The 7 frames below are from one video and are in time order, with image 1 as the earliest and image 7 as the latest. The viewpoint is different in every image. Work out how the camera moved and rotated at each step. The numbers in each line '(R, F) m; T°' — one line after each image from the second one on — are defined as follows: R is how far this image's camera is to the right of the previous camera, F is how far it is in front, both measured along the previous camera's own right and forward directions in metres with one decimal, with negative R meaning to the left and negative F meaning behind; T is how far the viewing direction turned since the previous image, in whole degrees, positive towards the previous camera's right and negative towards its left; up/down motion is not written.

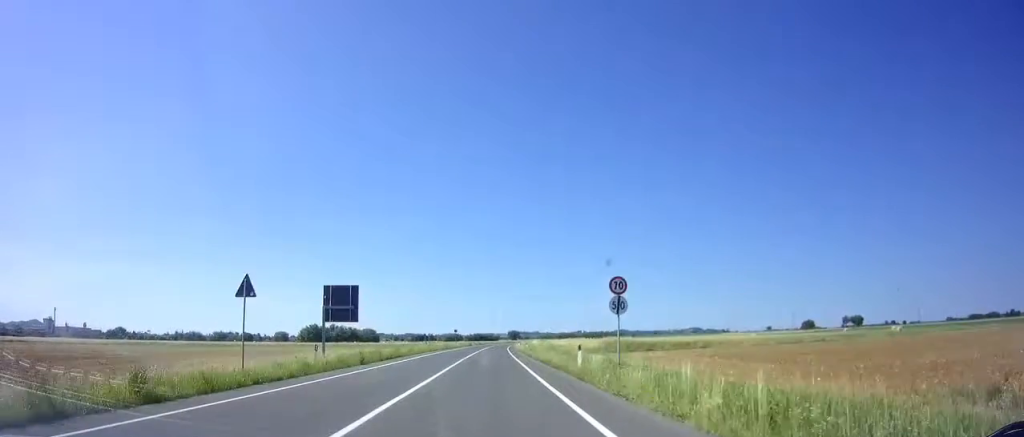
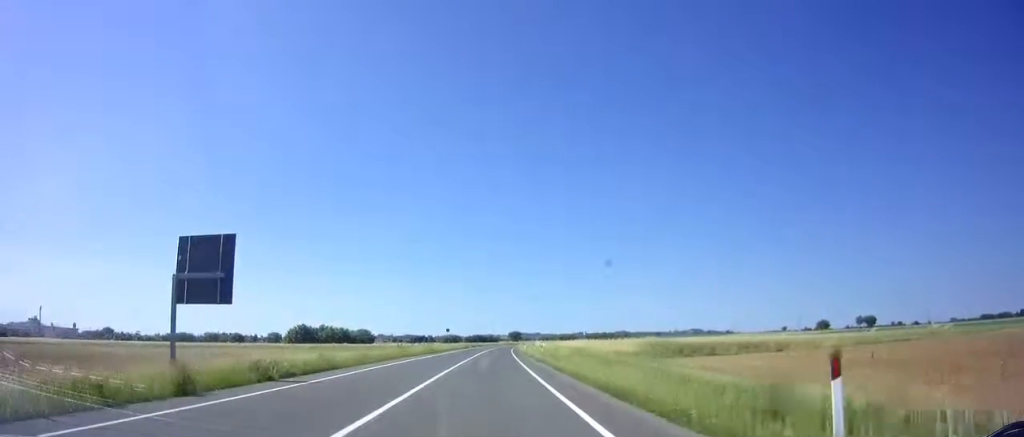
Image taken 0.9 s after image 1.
(0.0, +16.1) m; 0°
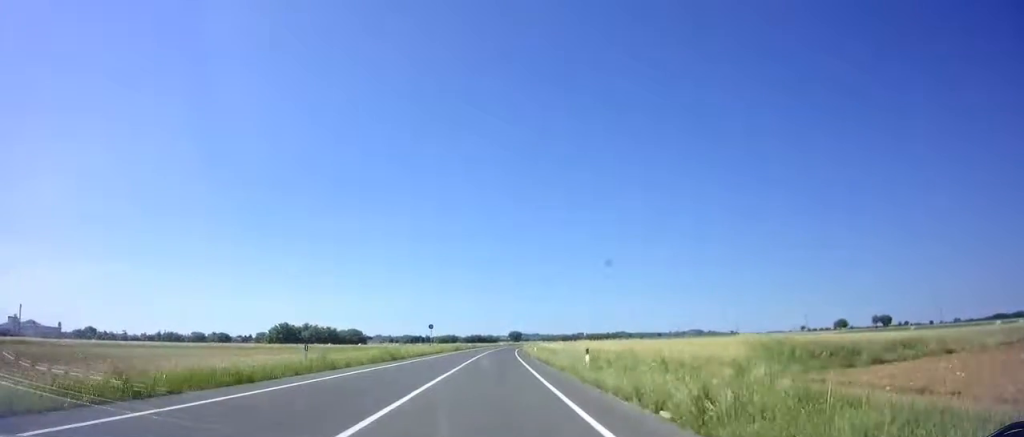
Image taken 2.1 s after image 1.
(0.0, +20.0) m; 0°
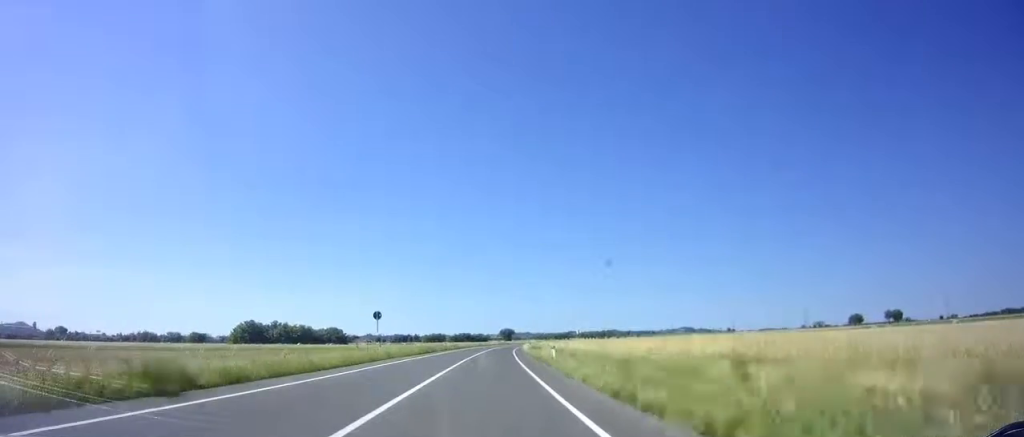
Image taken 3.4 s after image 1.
(+0.1, +24.0) m; +1°
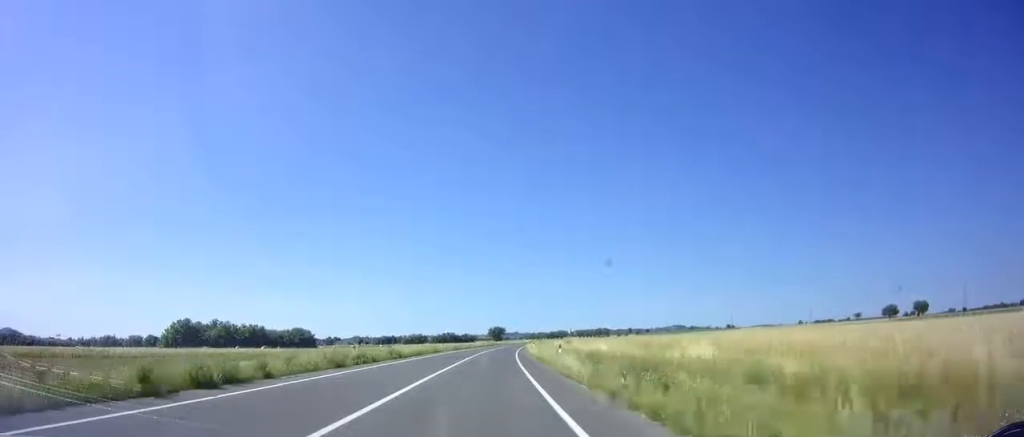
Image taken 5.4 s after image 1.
(+0.6, +39.0) m; +2°
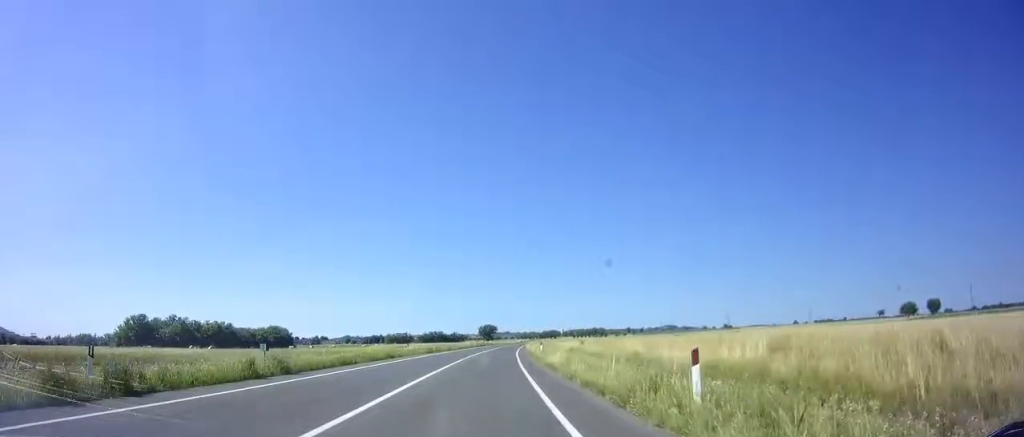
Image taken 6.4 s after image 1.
(0.0, +19.5) m; +1°
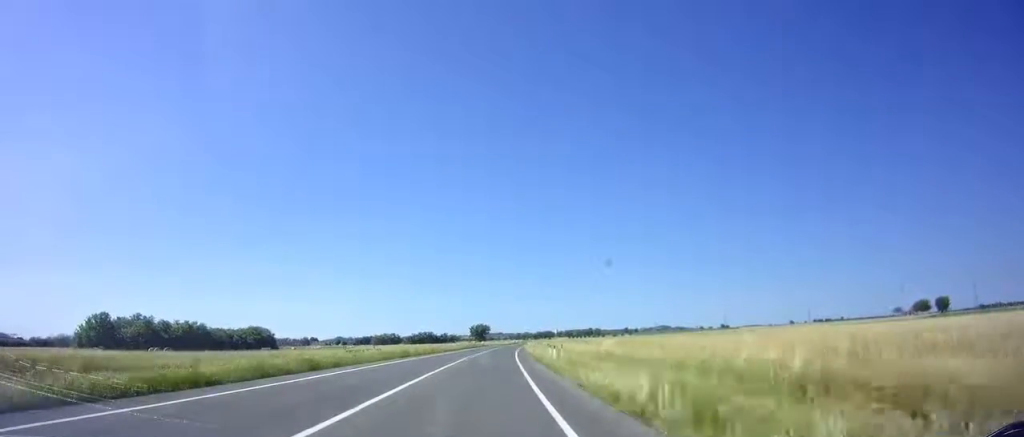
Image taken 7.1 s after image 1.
(+0.1, +13.8) m; +1°
